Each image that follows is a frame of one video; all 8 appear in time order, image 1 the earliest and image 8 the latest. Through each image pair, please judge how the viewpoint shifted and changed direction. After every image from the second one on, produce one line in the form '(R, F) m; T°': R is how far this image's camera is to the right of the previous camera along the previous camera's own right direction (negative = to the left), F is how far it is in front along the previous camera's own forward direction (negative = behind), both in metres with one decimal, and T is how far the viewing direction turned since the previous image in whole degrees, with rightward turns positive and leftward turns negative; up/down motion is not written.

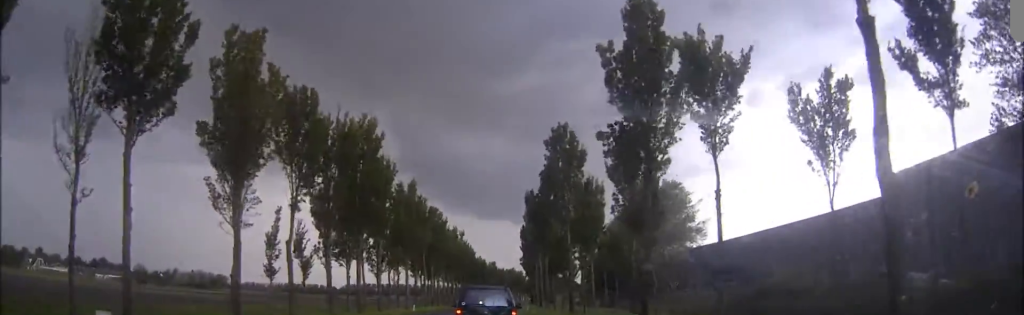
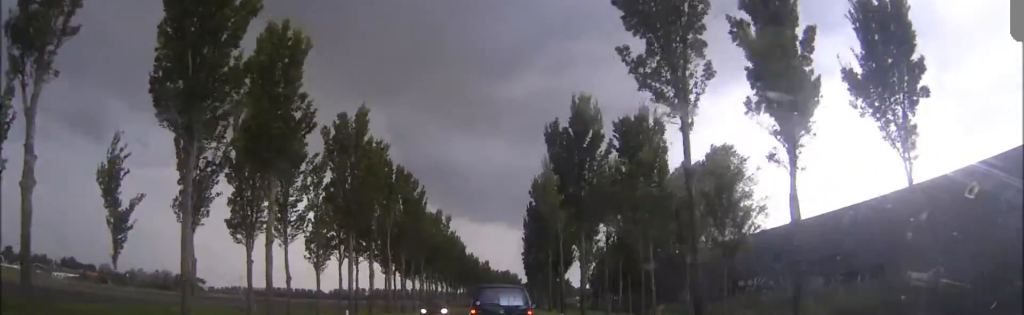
(+0.4, +28.5) m; 0°
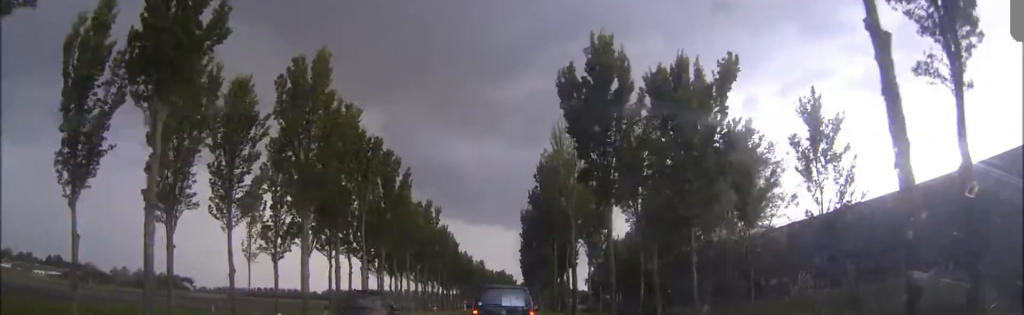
(0.0, +10.5) m; -1°
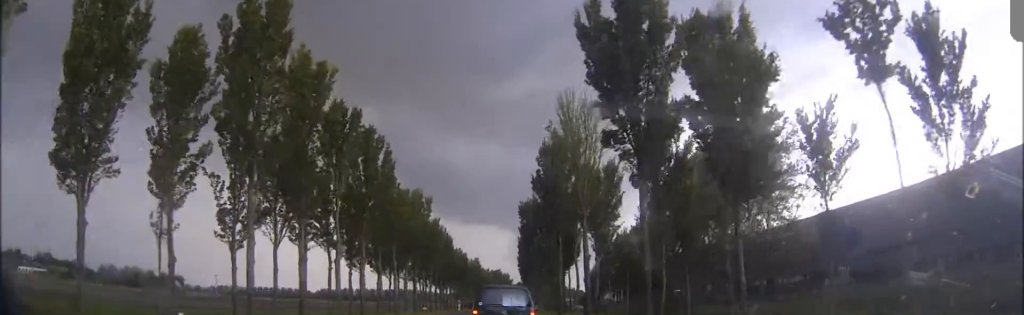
(0.0, +7.5) m; 0°
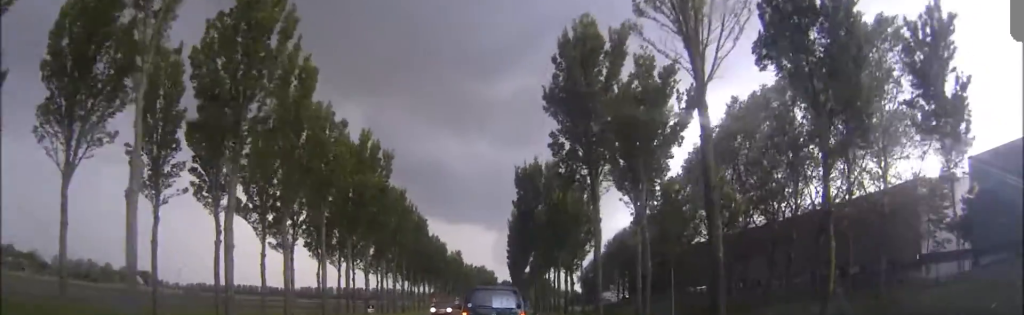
(0.0, +24.0) m; +1°
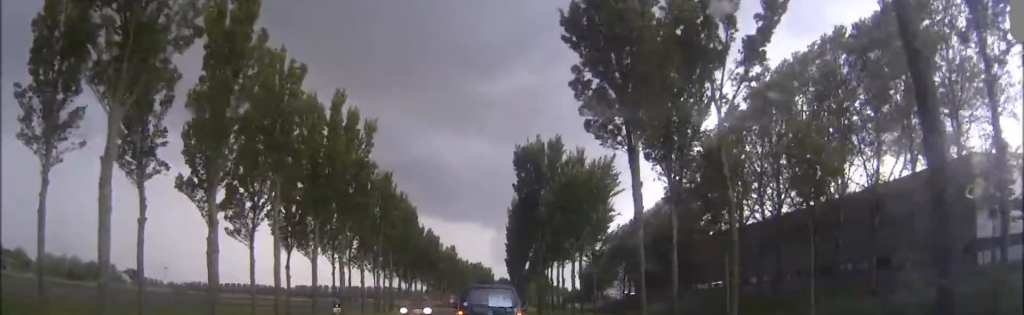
(0.0, +9.0) m; +1°
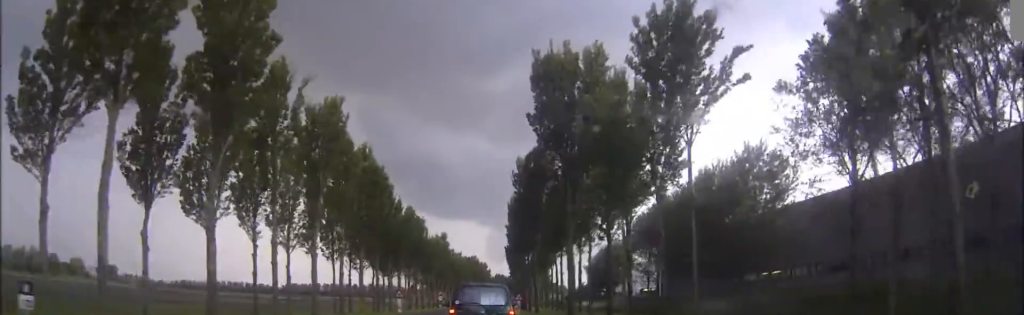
(+0.2, +23.2) m; 0°
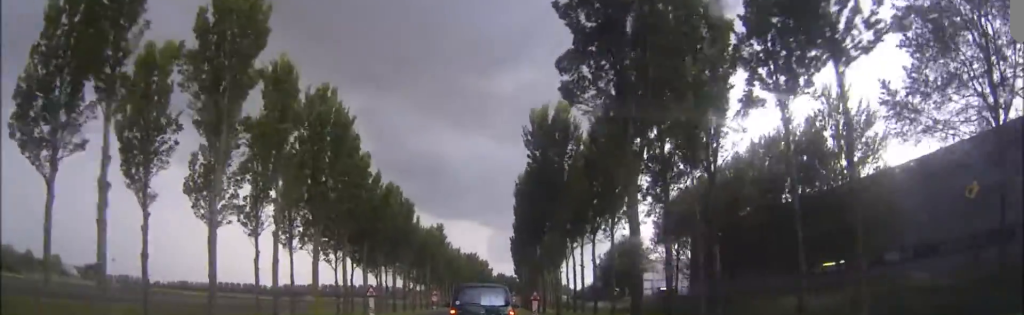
(0.0, +16.2) m; 0°
